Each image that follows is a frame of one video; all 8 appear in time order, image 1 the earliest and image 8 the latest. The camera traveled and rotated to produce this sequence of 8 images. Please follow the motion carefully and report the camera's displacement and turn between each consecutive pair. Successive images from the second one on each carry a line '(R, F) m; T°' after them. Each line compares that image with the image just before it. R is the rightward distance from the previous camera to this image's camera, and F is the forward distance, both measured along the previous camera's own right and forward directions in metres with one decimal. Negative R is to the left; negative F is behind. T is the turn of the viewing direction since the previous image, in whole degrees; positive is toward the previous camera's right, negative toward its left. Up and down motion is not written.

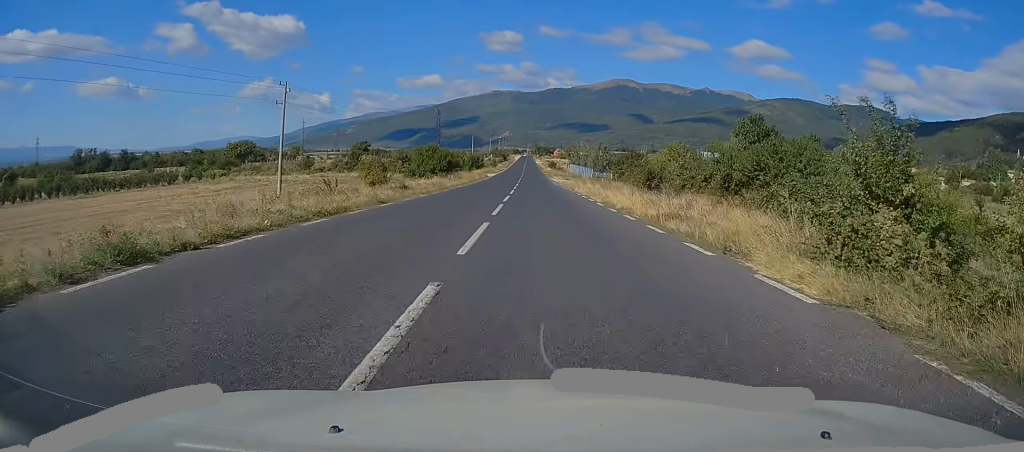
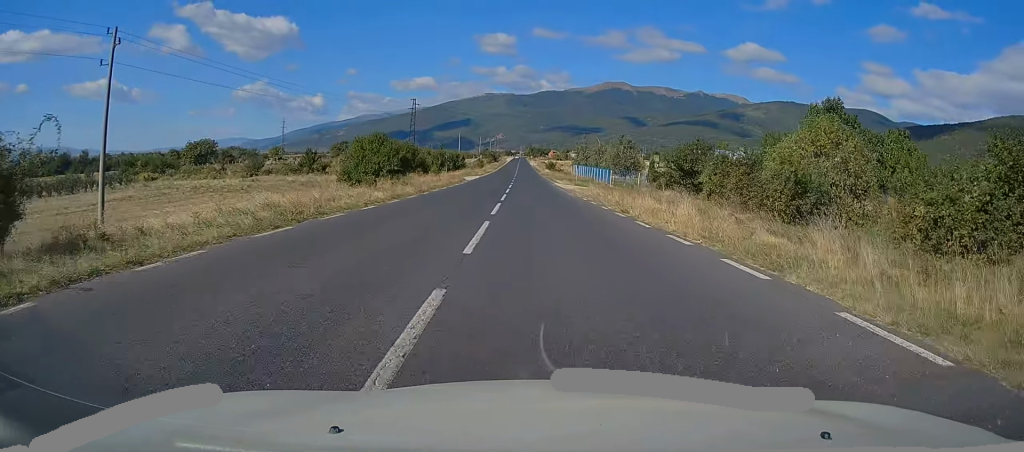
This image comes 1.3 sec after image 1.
(-0.5, +26.5) m; -1°
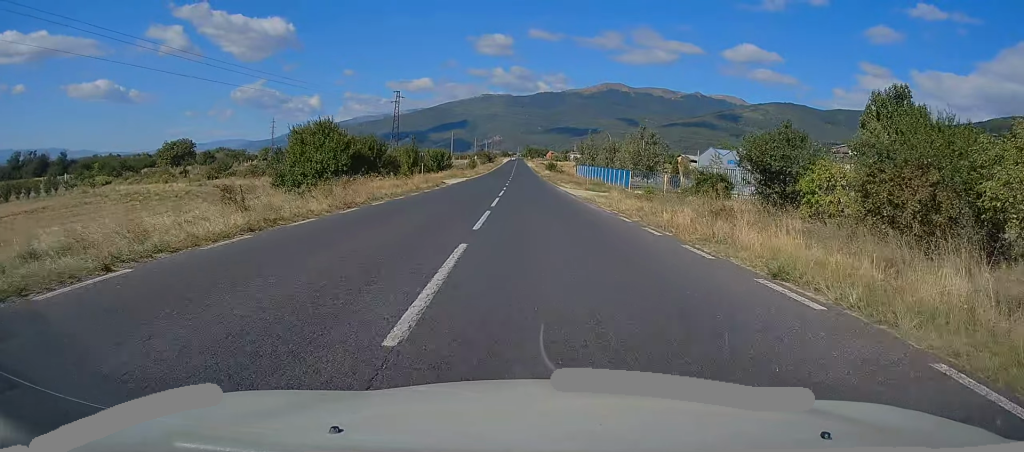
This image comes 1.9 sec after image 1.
(-0.1, +13.9) m; +1°
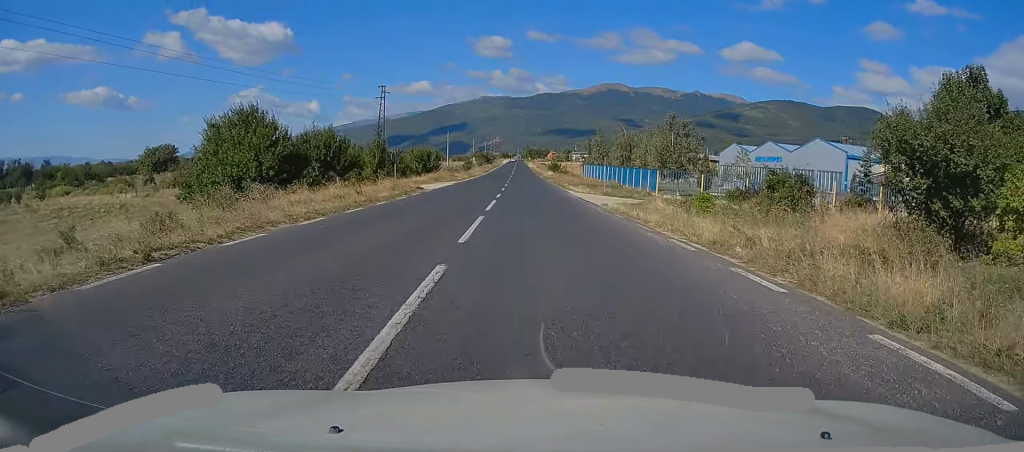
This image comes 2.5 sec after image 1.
(+0.3, +11.2) m; 0°
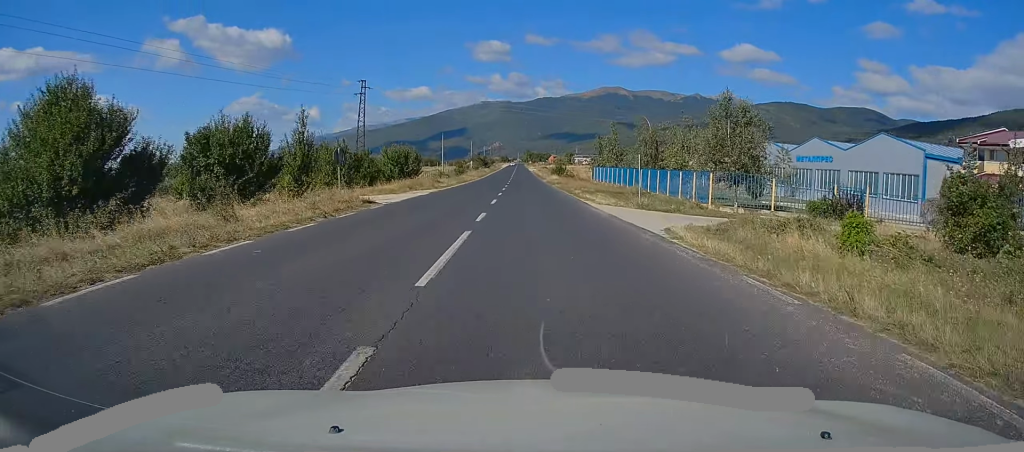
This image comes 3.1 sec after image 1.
(+0.2, +12.6) m; 0°
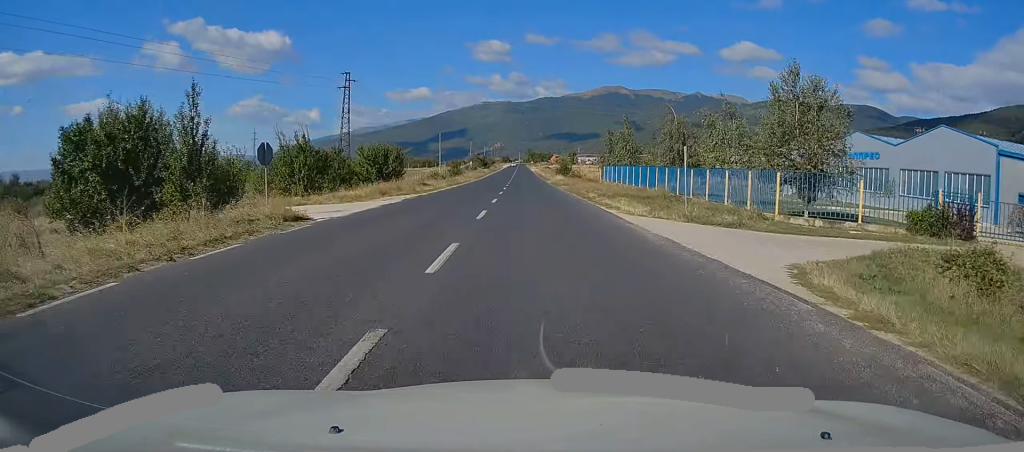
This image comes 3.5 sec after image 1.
(-0.2, +8.4) m; 0°
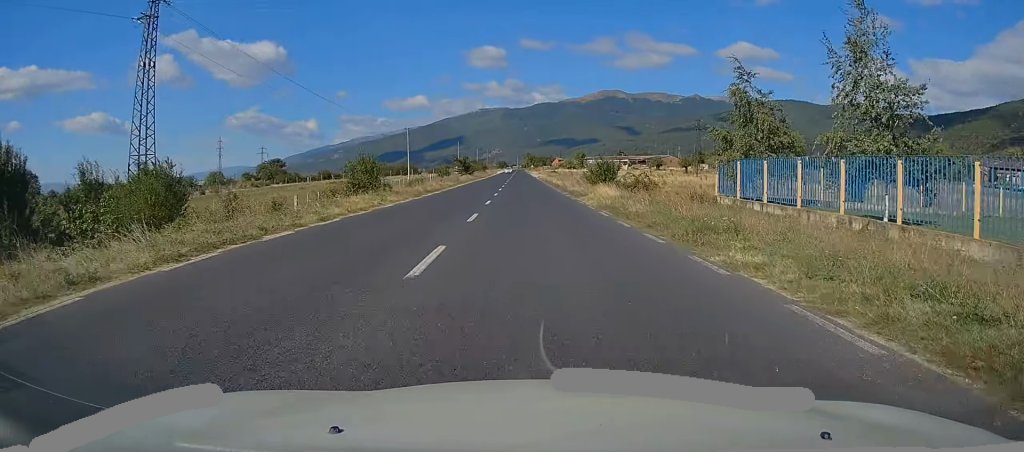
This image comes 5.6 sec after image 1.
(-0.1, +44.6) m; 0°
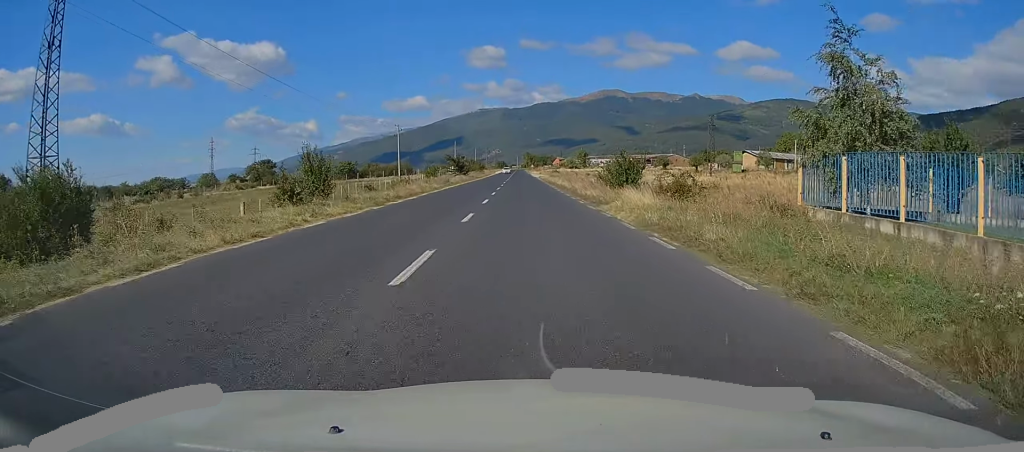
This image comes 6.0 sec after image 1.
(-0.2, +9.3) m; 0°
